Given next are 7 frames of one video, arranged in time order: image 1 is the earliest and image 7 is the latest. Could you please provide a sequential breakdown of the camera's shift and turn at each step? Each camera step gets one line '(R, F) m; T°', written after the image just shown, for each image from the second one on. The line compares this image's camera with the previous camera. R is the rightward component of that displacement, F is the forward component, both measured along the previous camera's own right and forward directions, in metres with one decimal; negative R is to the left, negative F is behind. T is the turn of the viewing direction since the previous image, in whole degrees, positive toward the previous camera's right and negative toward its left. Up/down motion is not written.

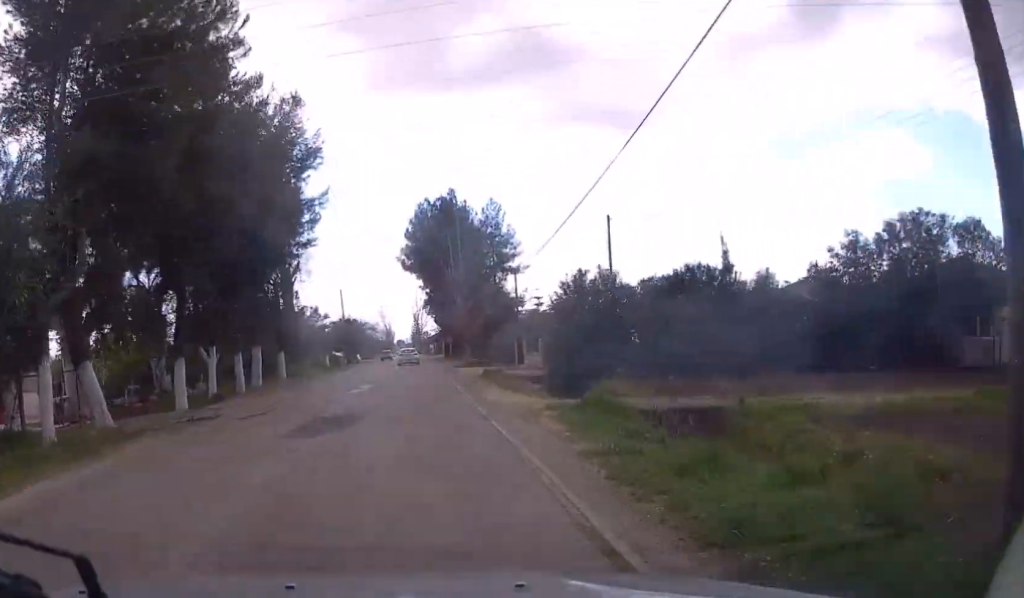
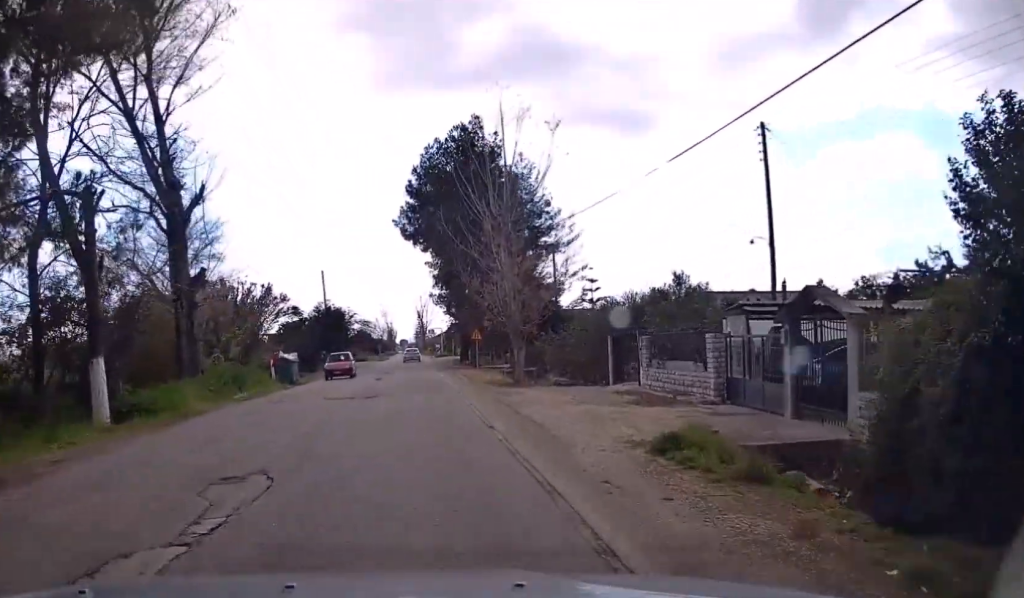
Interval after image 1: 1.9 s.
(0.0, +24.9) m; 0°
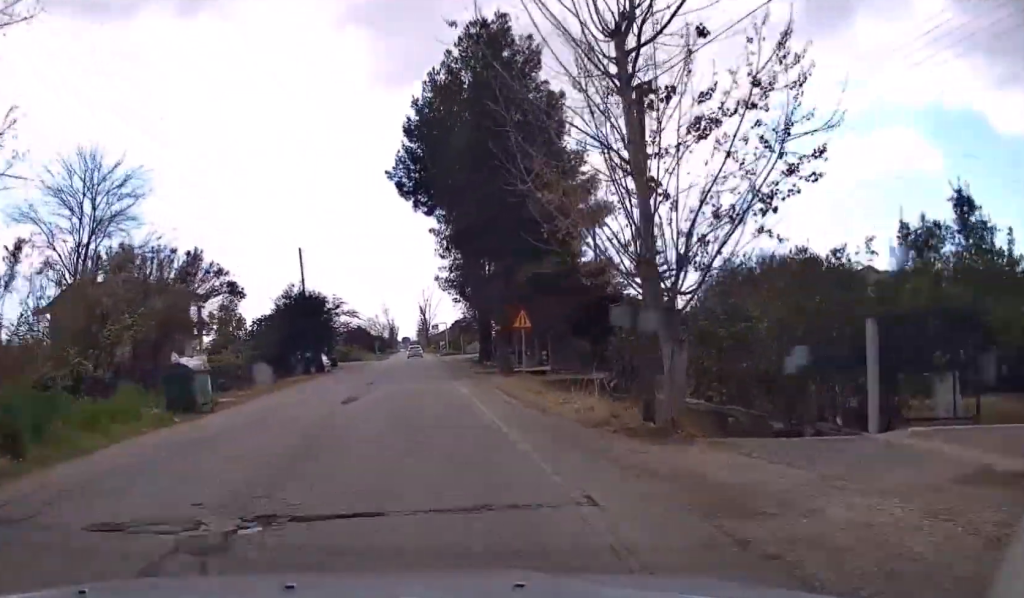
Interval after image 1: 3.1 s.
(+0.1, +15.9) m; 0°
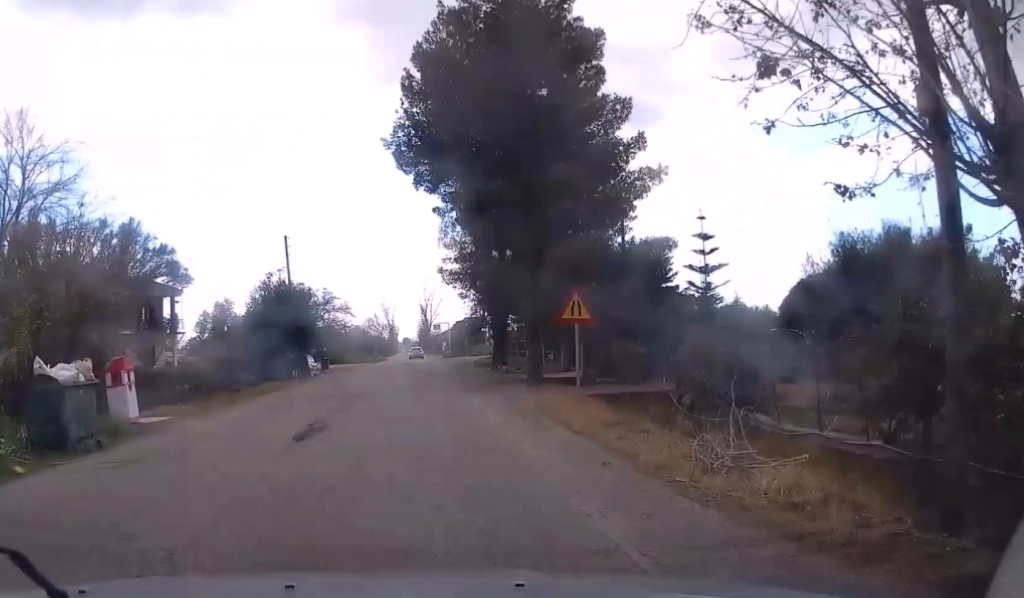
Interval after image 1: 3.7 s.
(0.0, +8.0) m; 0°
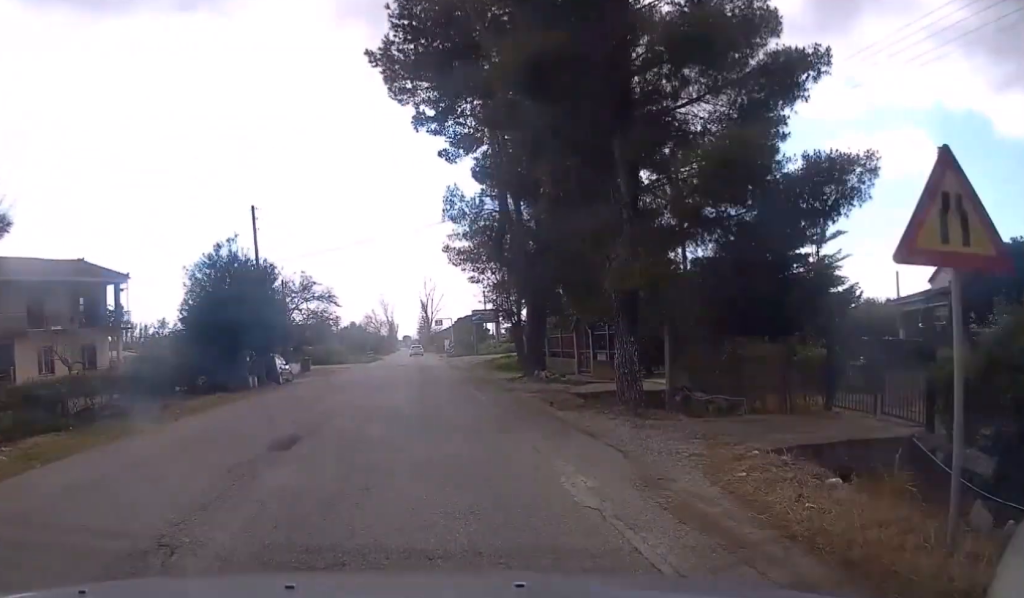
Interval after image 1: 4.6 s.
(-0.2, +11.1) m; 0°
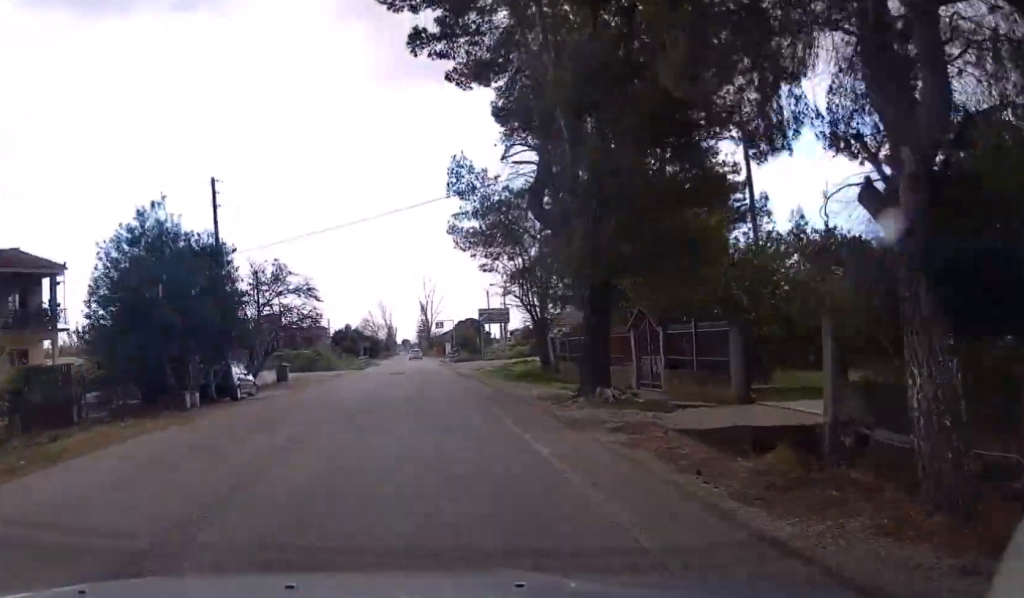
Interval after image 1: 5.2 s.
(+0.1, +9.0) m; 0°
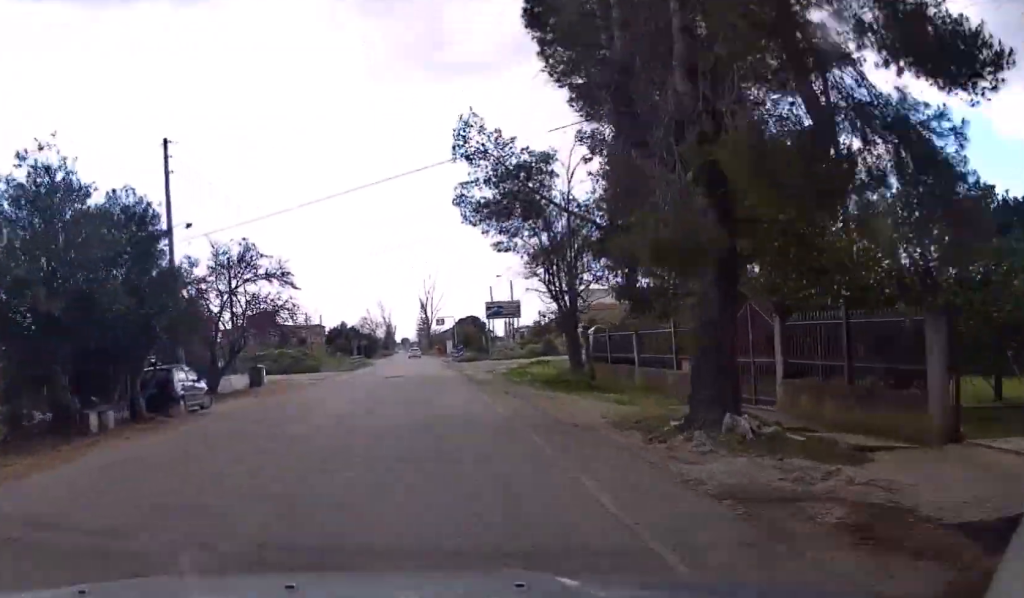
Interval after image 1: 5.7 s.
(0.0, +6.8) m; 0°
